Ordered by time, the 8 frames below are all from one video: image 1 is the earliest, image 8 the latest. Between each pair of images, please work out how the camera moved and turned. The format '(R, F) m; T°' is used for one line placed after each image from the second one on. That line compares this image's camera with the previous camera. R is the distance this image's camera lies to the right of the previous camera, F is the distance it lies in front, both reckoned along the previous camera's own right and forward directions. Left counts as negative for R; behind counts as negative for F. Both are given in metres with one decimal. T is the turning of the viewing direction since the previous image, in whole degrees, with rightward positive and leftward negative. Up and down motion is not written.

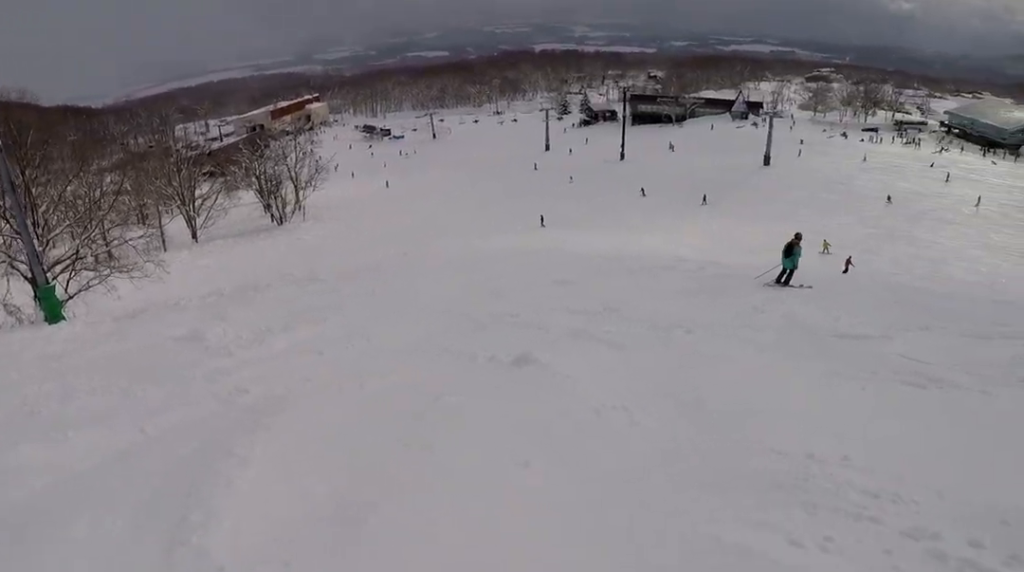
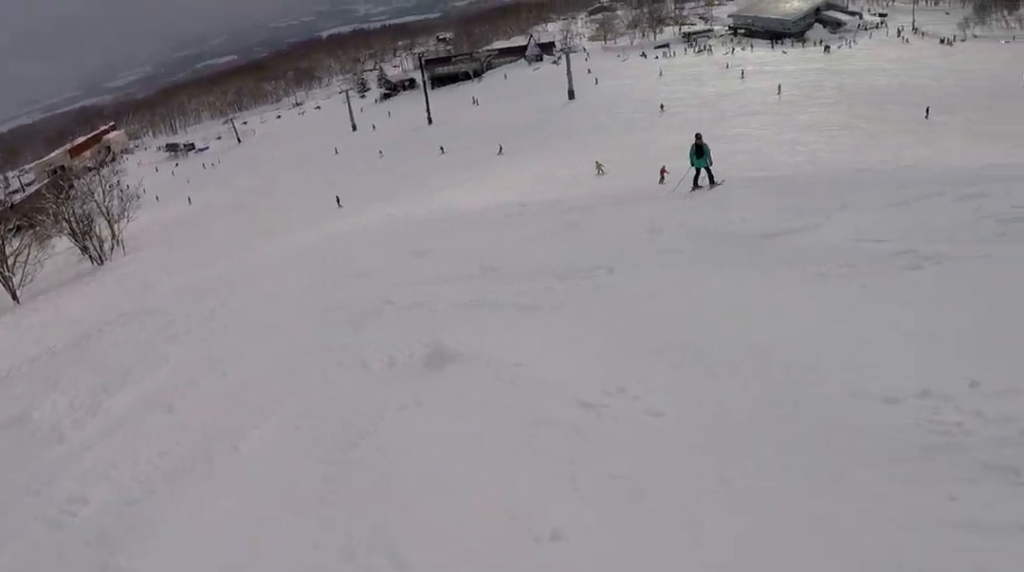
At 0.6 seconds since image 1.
(+0.3, +1.2) m; +20°
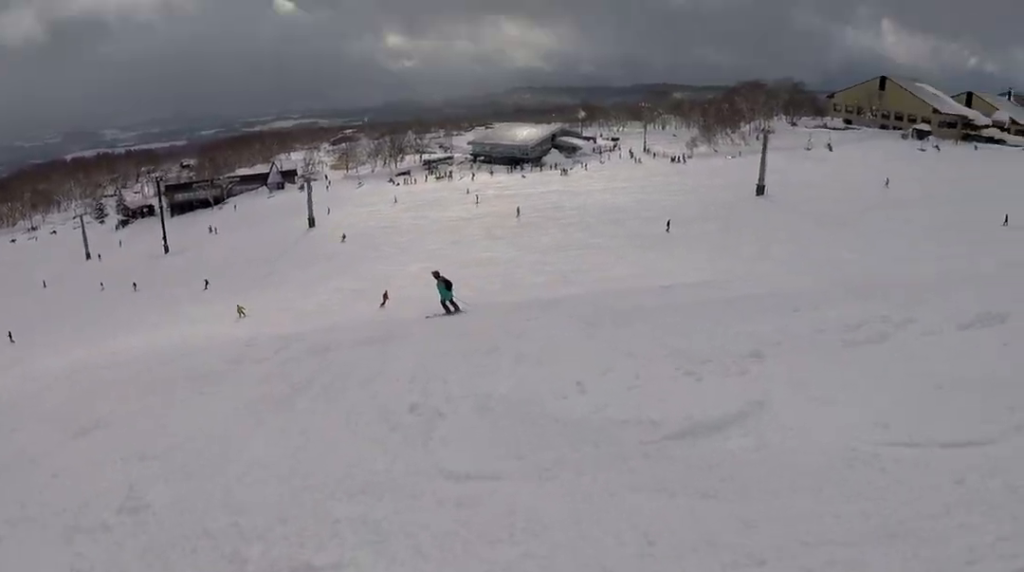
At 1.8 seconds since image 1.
(+0.7, +2.8) m; +29°
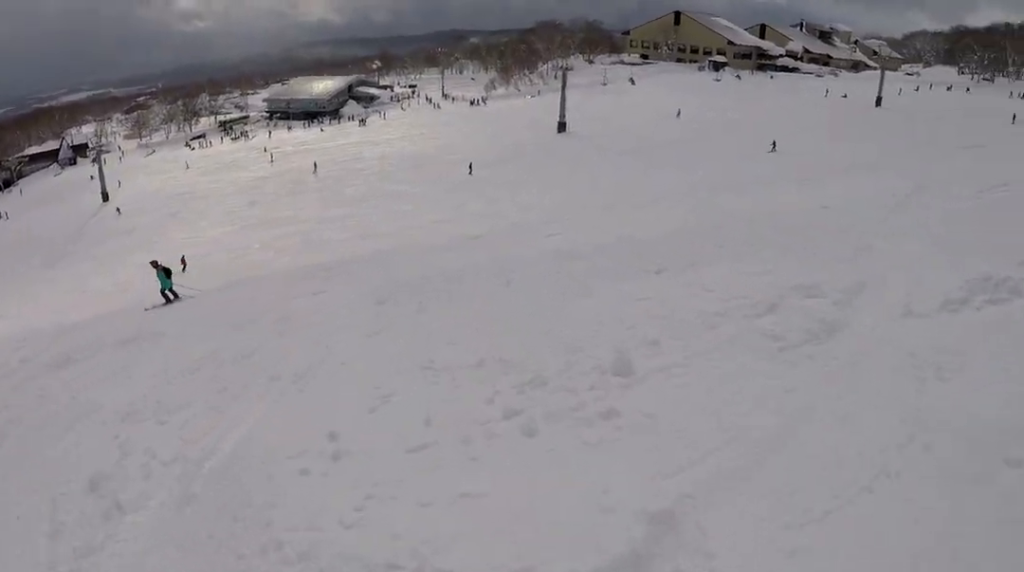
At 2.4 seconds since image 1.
(+0.2, +1.5) m; +10°
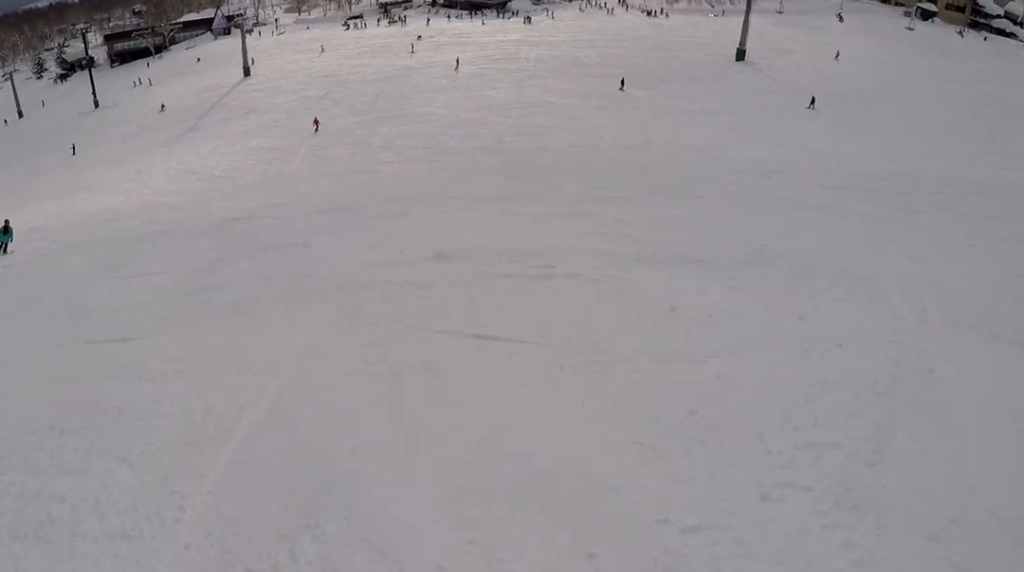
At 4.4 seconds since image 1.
(+1.2, +5.9) m; +11°
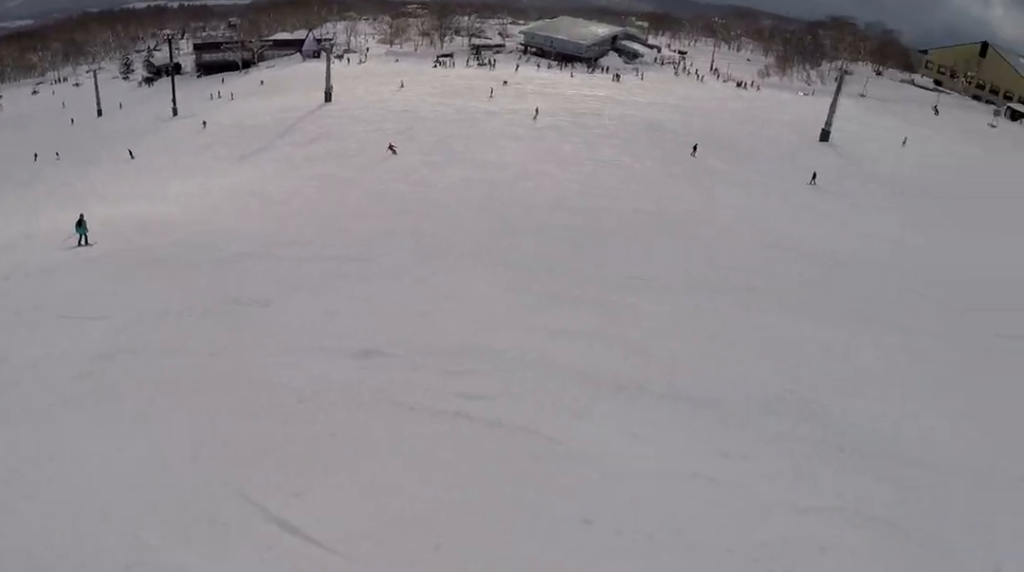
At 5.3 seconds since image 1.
(-0.1, +2.9) m; -11°
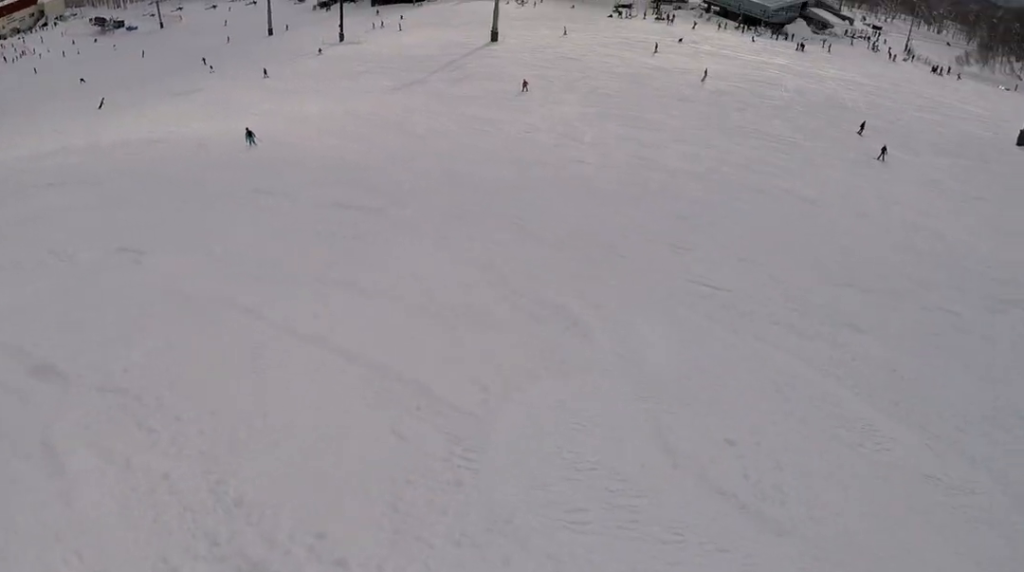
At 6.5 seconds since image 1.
(-0.7, +3.7) m; -28°
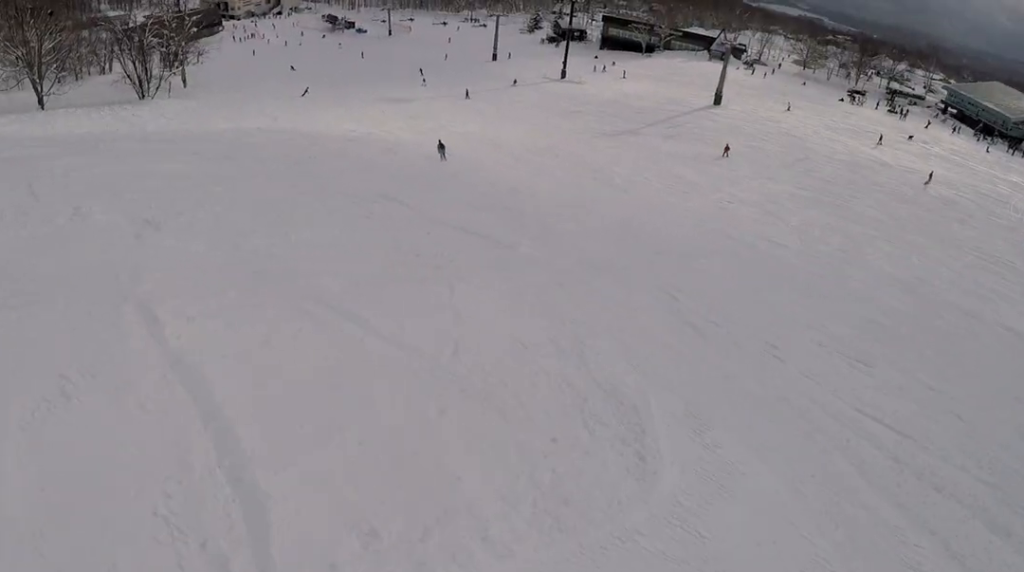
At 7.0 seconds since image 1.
(-0.2, +1.6) m; -14°
